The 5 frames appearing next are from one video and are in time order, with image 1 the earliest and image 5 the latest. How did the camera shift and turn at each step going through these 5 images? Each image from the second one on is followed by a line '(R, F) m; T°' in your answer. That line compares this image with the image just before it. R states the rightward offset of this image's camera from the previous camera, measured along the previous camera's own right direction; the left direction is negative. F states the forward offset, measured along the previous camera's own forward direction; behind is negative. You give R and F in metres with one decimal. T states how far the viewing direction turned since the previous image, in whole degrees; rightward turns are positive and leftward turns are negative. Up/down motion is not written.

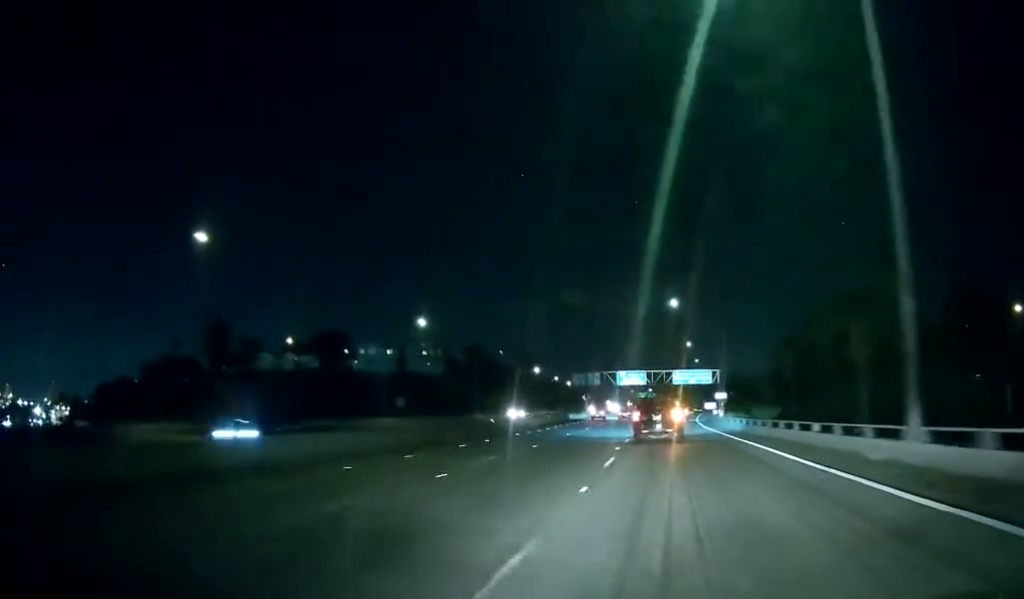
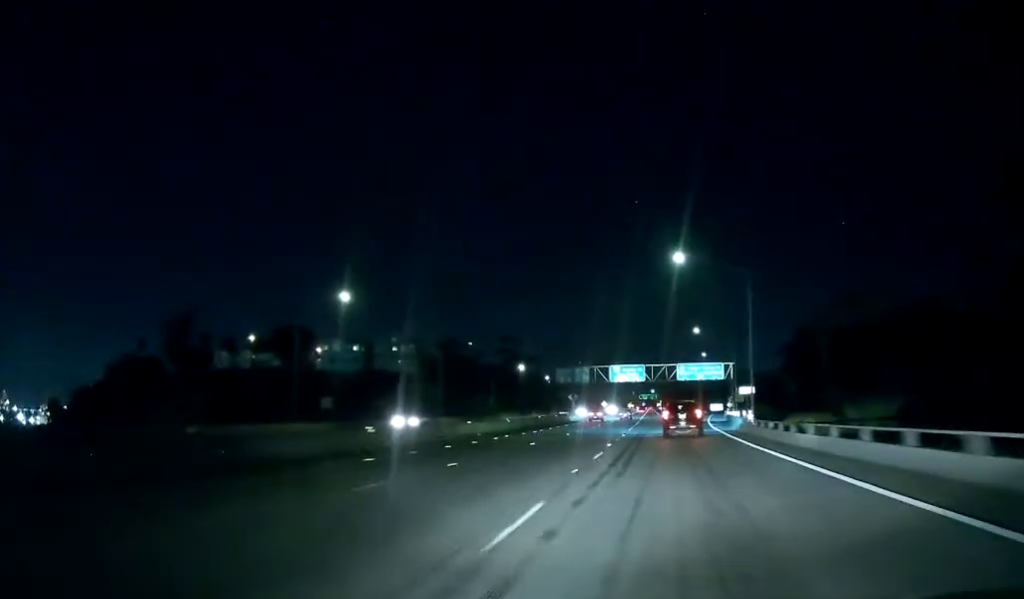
(-0.5, +26.2) m; 0°
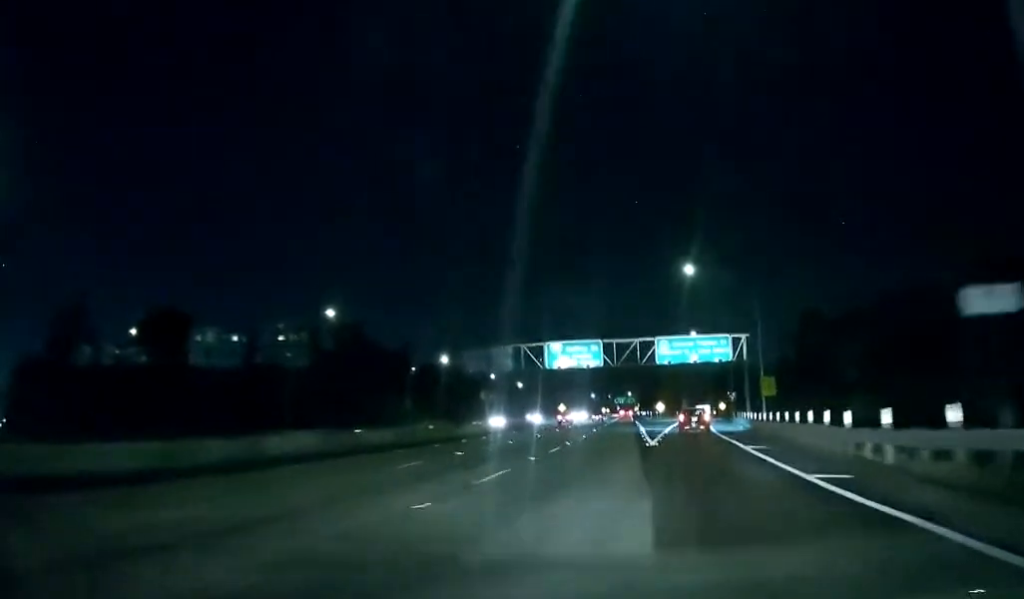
(+1.2, +50.2) m; +3°
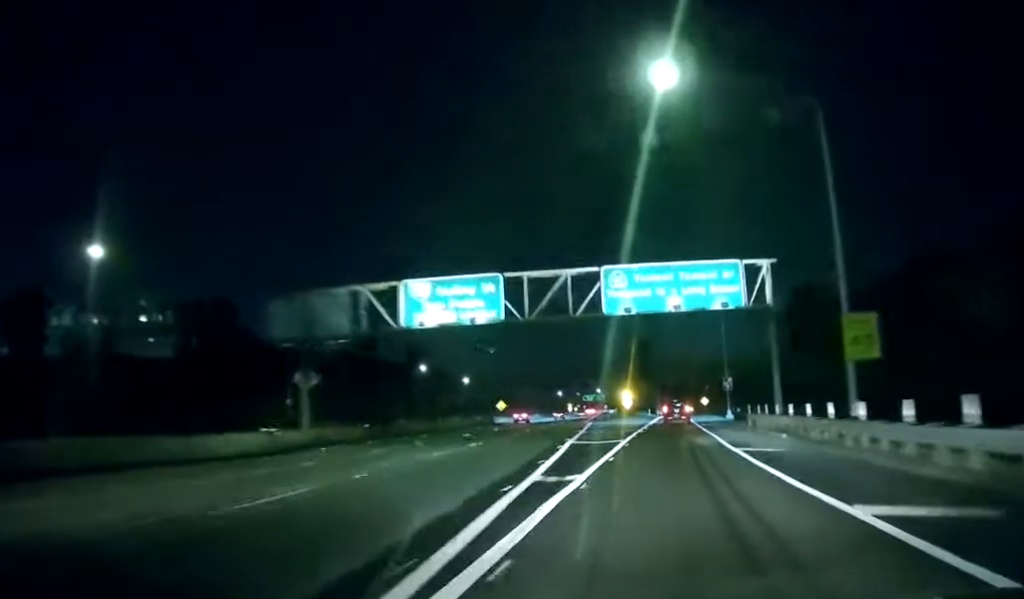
(+0.5, +36.2) m; 0°
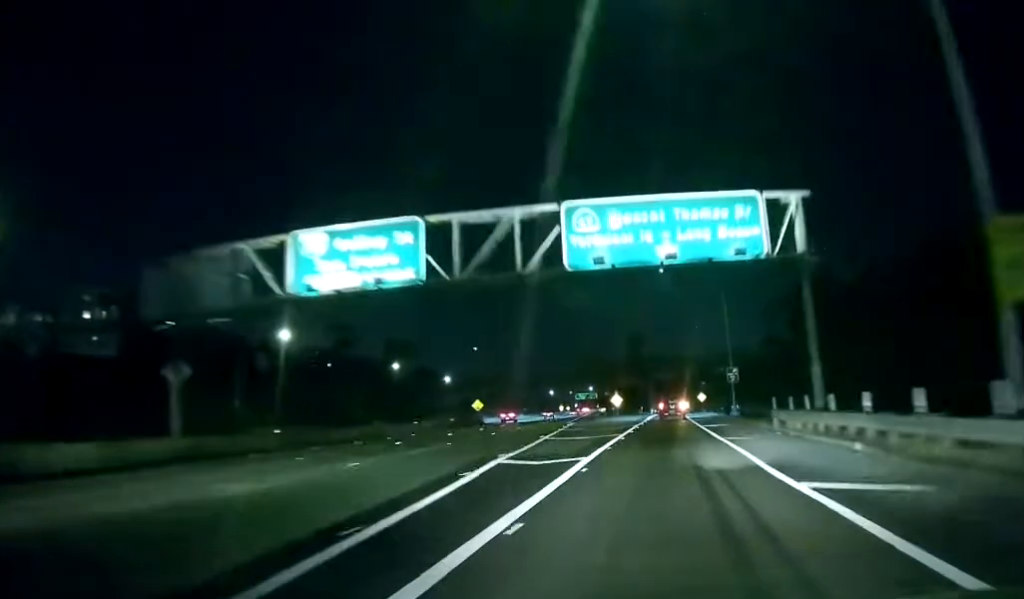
(-0.4, +13.2) m; 0°
